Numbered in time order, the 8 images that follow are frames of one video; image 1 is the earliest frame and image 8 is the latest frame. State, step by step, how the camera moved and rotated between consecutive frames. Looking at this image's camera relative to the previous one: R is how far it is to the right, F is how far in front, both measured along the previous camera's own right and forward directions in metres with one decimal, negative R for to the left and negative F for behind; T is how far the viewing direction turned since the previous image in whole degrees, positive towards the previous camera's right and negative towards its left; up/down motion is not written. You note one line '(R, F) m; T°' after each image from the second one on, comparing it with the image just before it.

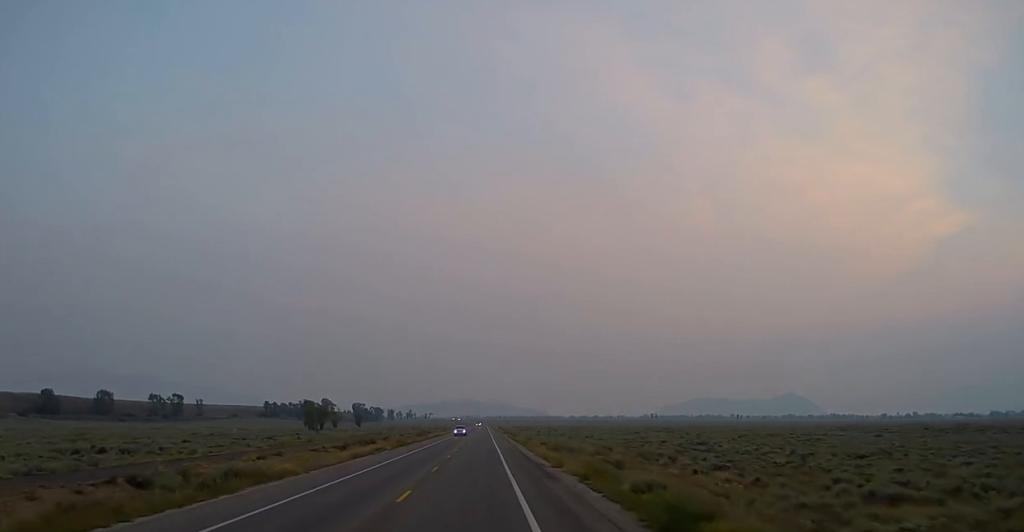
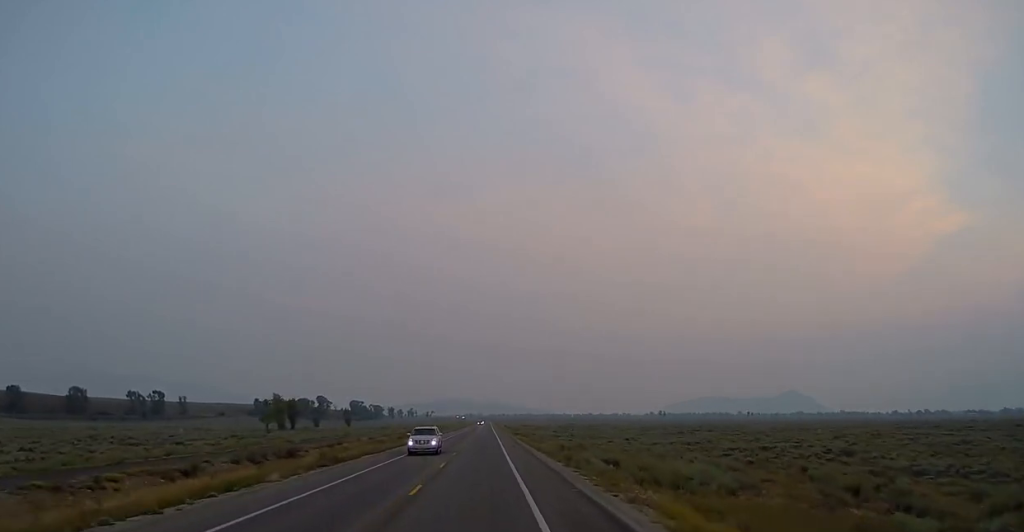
(-0.1, +34.7) m; -1°
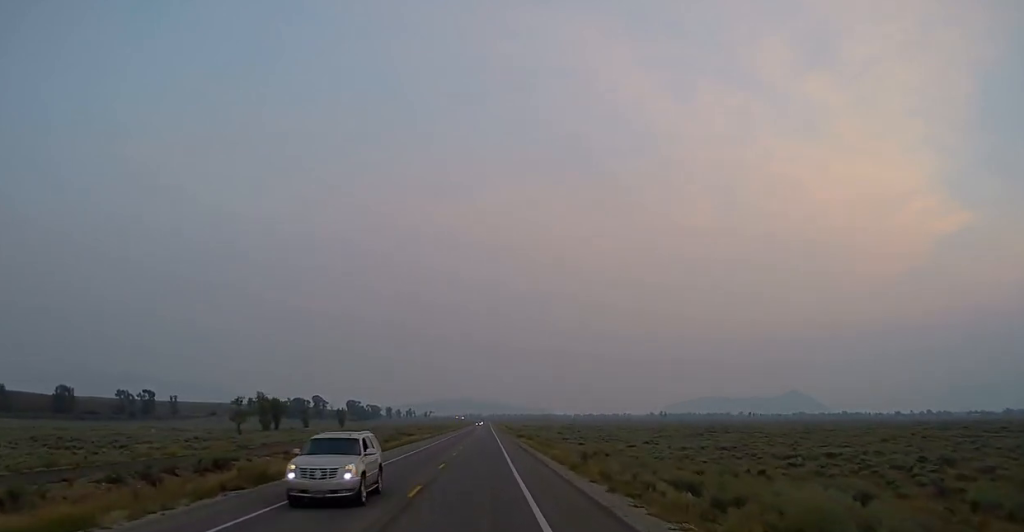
(-0.3, +12.6) m; 0°
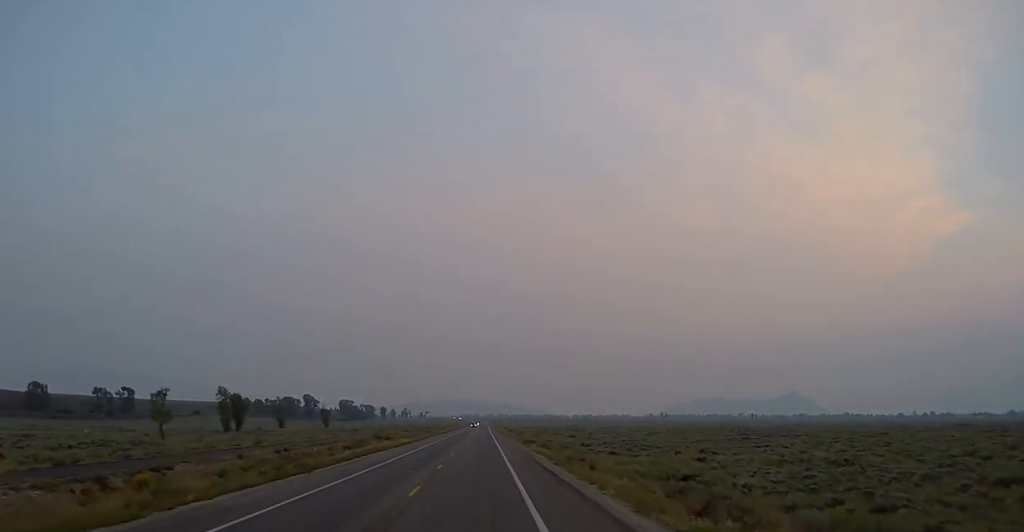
(-0.1, +23.4) m; 0°
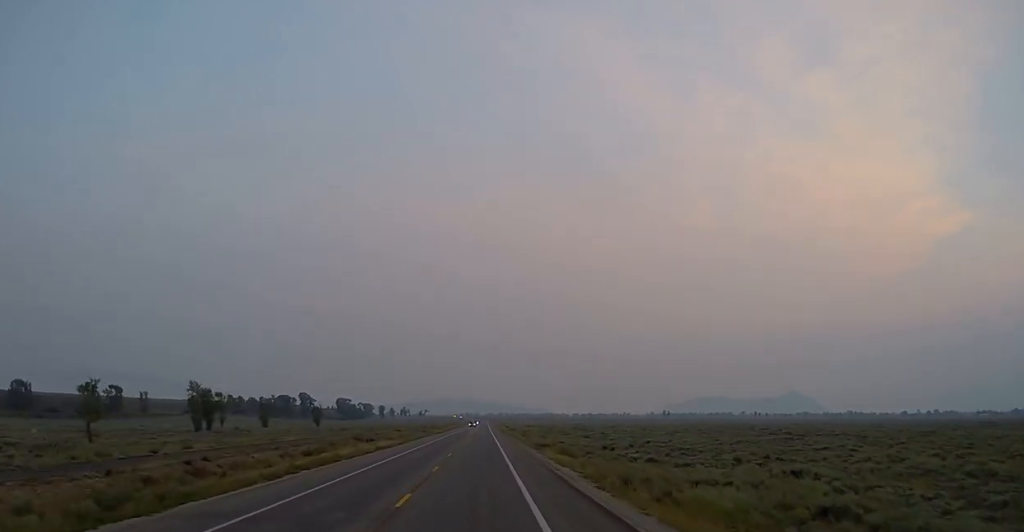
(+0.2, +14.9) m; +1°
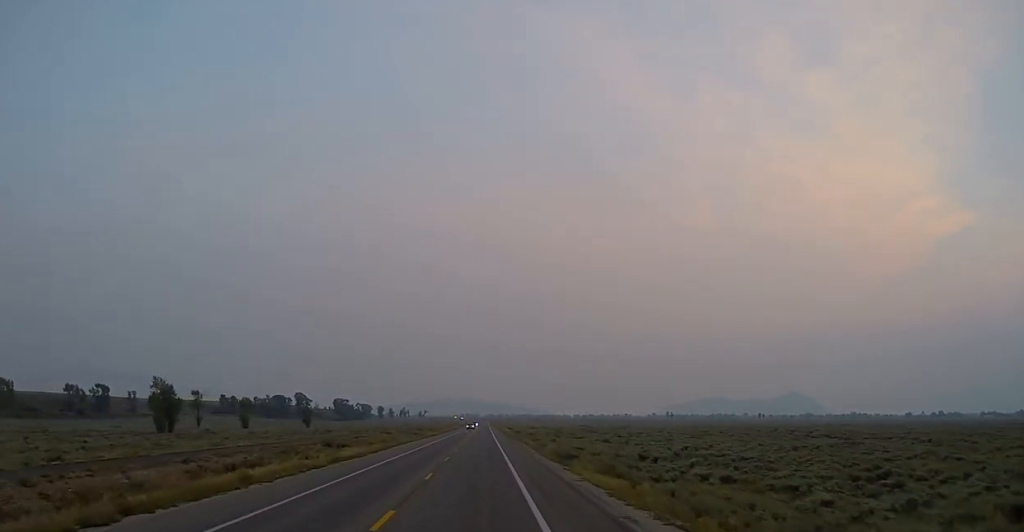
(+0.1, +16.6) m; 0°
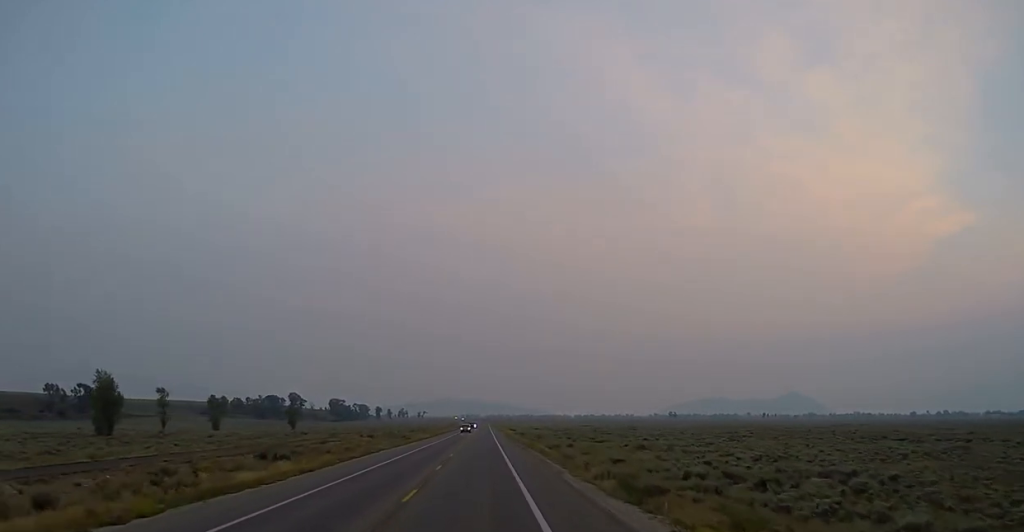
(0.0, +20.1) m; 0°
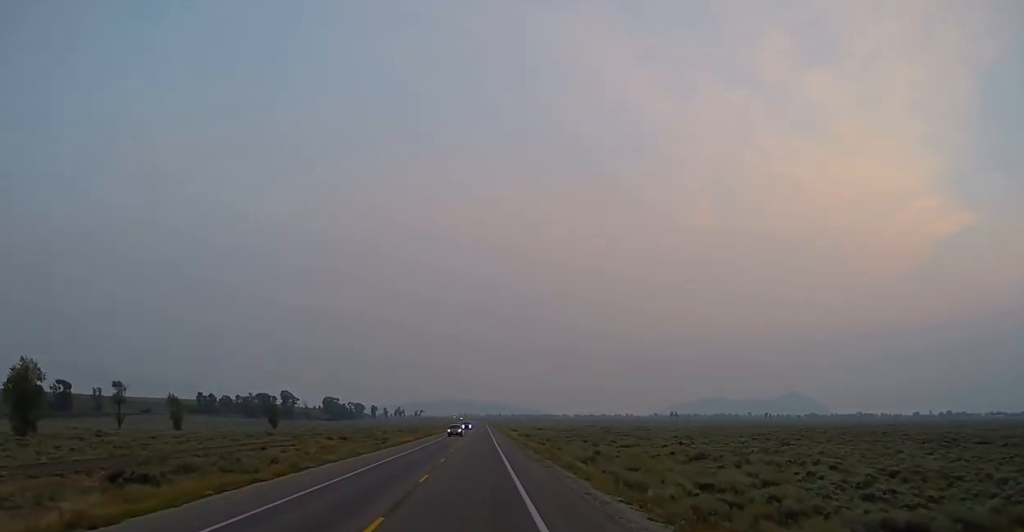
(0.0, +18.8) m; 0°
